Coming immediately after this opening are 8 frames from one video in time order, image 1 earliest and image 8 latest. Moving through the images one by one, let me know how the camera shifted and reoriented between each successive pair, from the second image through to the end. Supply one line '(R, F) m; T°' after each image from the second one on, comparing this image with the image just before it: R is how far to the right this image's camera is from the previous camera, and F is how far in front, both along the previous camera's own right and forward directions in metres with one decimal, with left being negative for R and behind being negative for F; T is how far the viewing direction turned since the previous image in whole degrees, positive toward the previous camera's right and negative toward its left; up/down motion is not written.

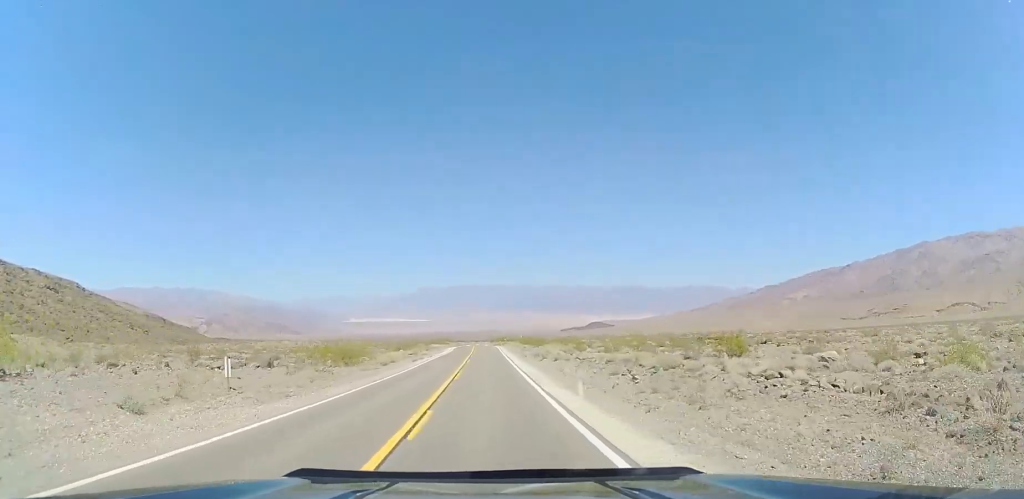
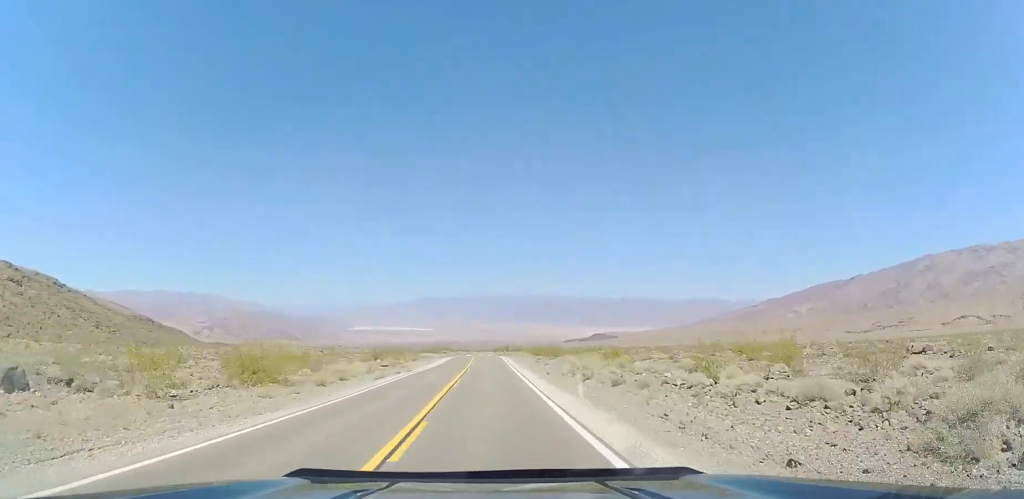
(+0.2, +17.2) m; 0°
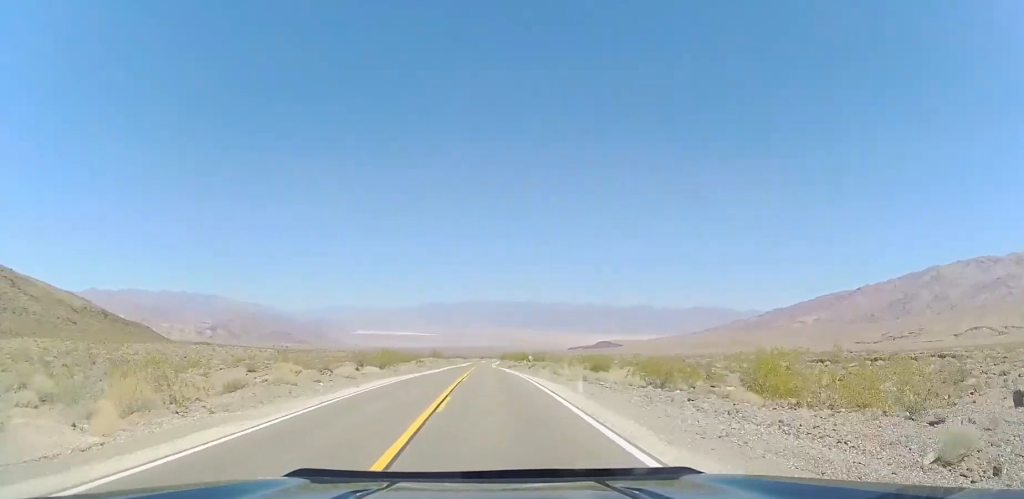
(-1.2, +51.8) m; -1°
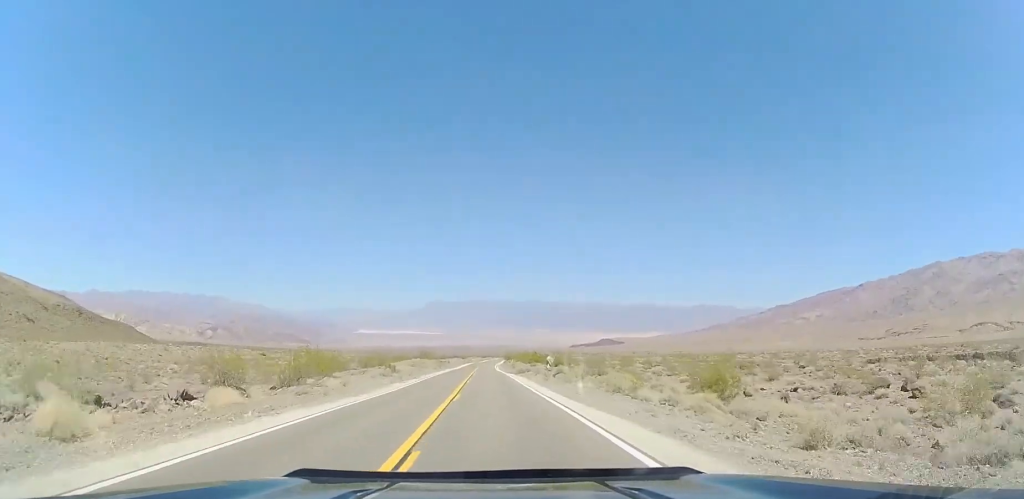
(0.0, +23.6) m; 0°
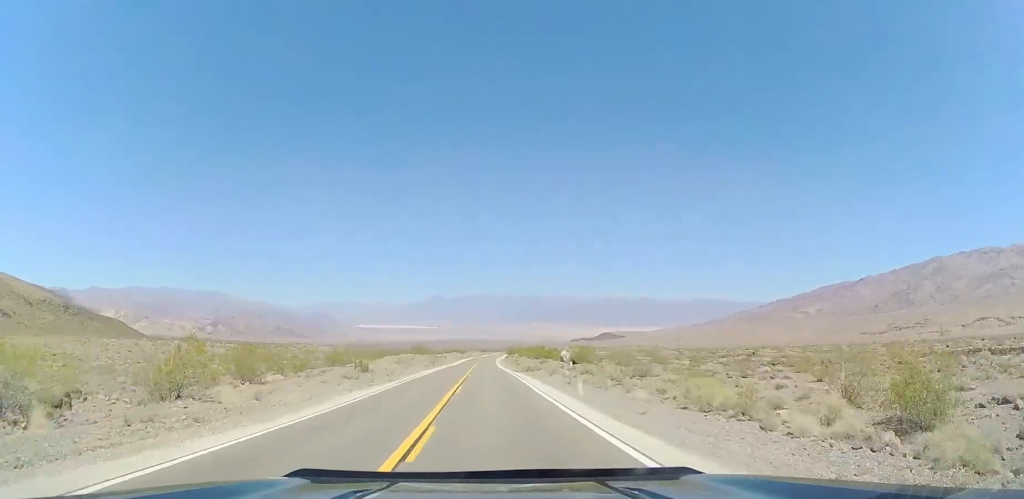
(0.0, +11.4) m; 0°
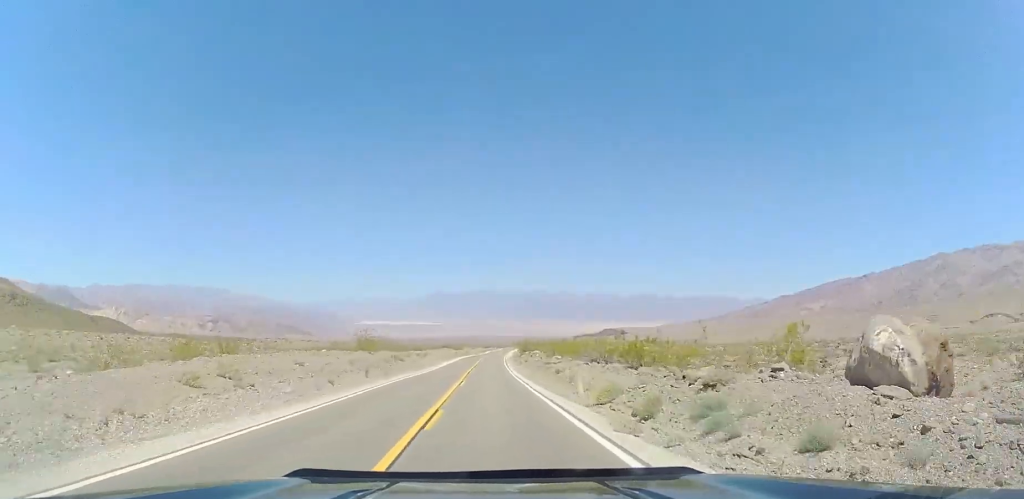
(-0.2, +41.2) m; 0°
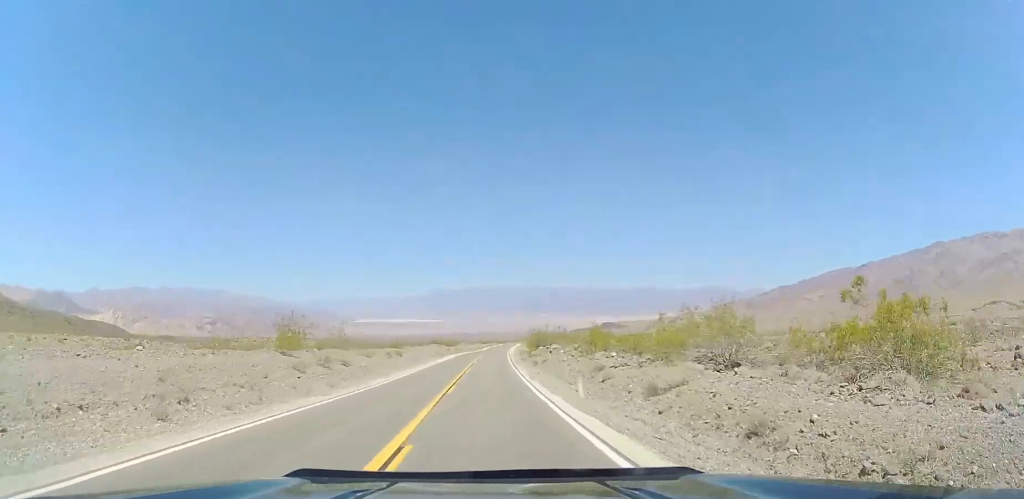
(0.0, +20.8) m; 0°
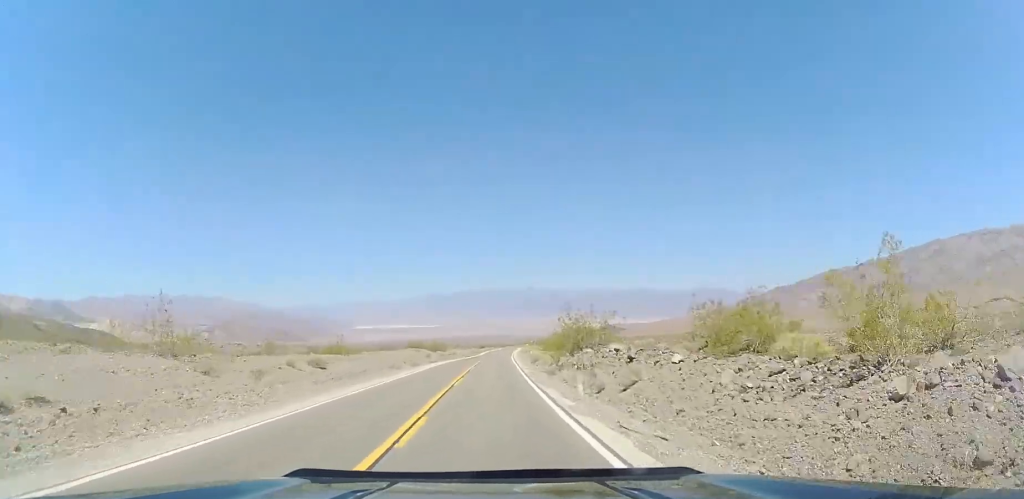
(0.0, +25.1) m; 0°
